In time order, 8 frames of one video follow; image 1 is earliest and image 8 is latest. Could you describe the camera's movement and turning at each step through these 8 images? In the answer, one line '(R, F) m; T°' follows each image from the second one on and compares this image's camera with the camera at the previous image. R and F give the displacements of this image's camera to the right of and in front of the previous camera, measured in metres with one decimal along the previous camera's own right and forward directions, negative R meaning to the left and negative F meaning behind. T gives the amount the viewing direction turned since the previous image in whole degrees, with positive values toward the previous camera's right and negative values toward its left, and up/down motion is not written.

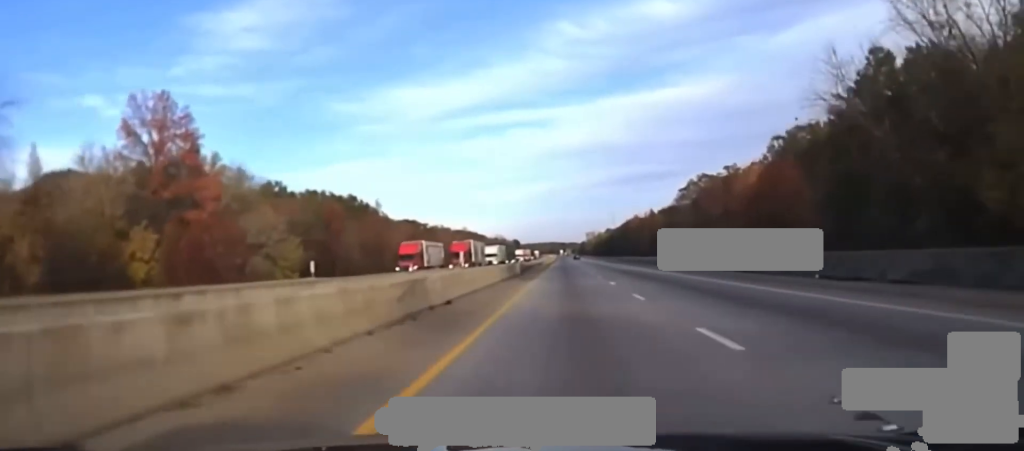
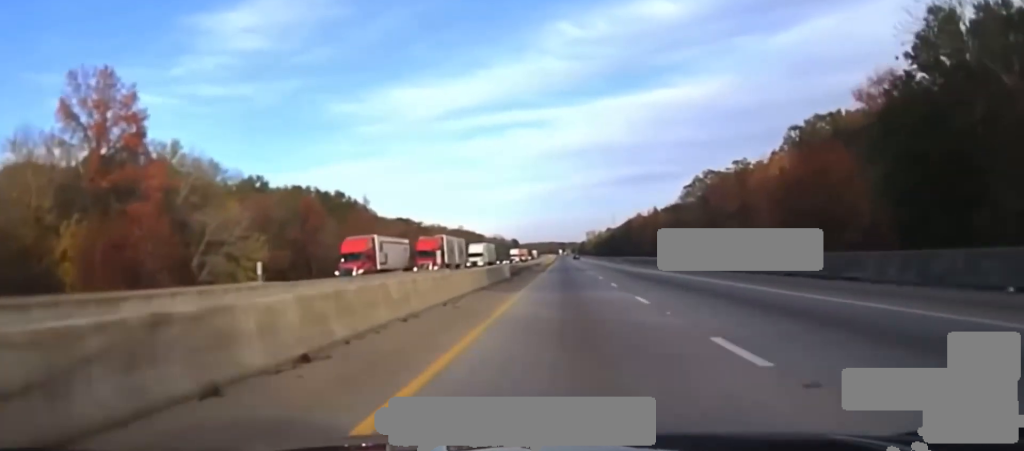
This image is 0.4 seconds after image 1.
(-0.1, +17.2) m; 0°
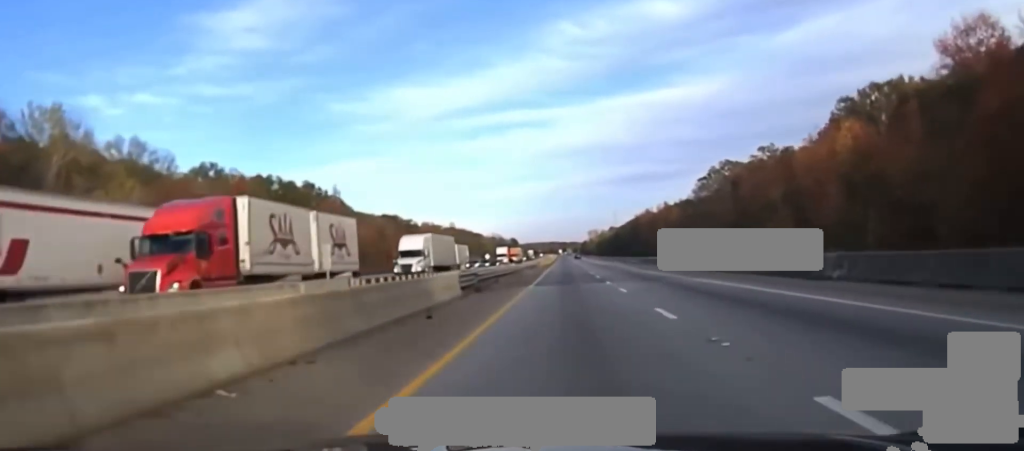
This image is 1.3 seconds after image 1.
(-0.2, +29.2) m; 0°
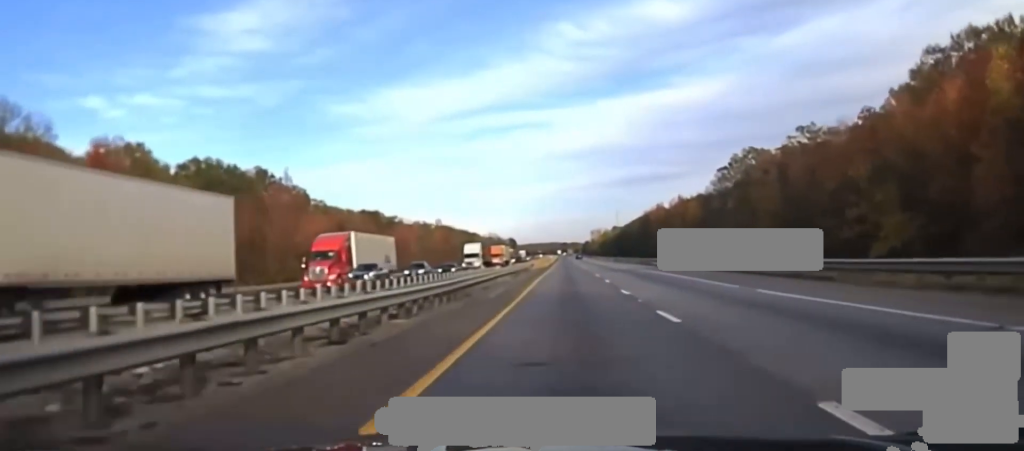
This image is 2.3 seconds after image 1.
(0.0, +31.0) m; 0°
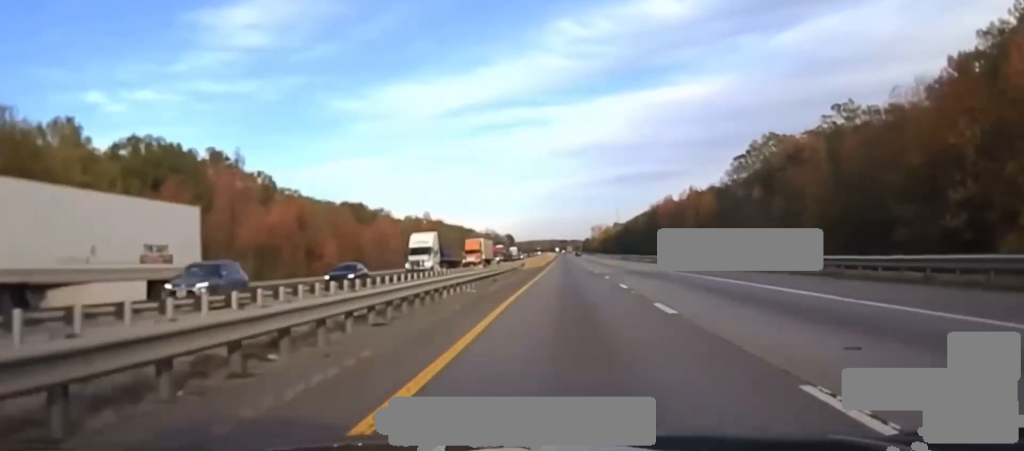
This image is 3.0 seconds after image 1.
(+0.1, +20.8) m; 0°
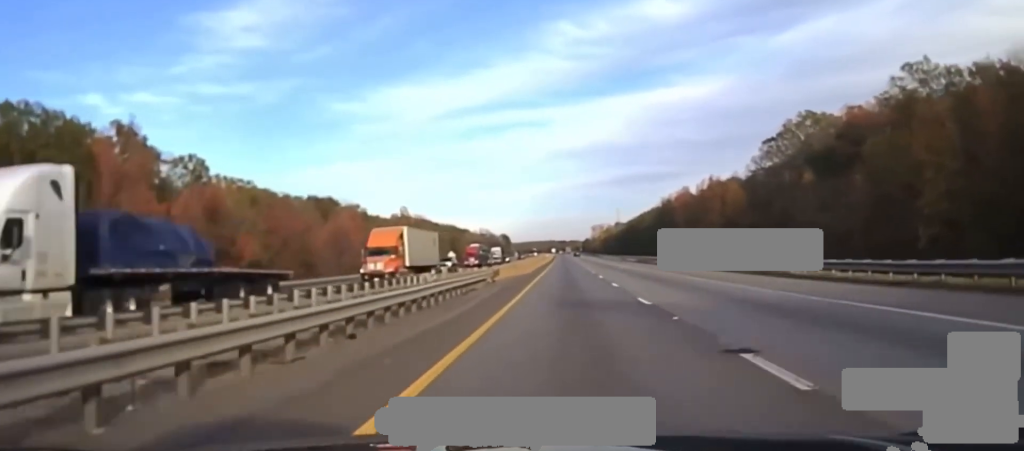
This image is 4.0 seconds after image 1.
(+0.1, +30.5) m; 0°
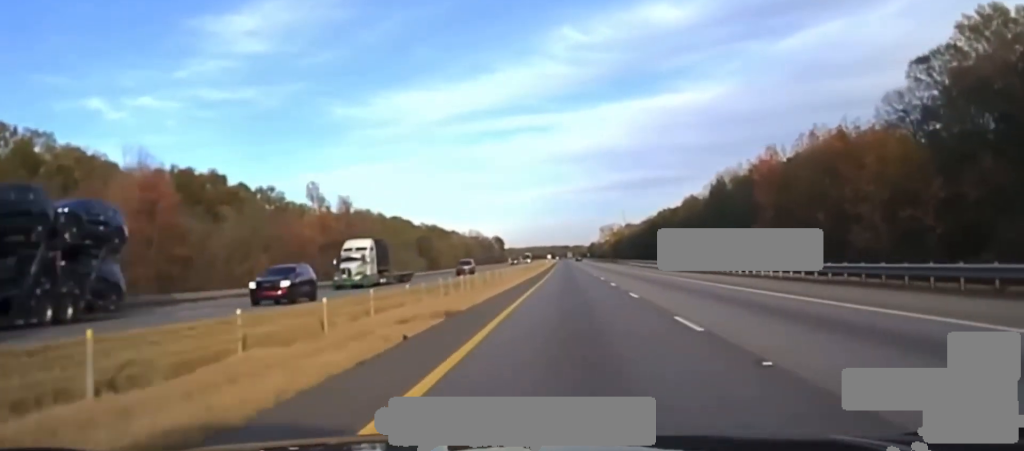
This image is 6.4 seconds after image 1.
(-0.9, +82.1) m; -1°
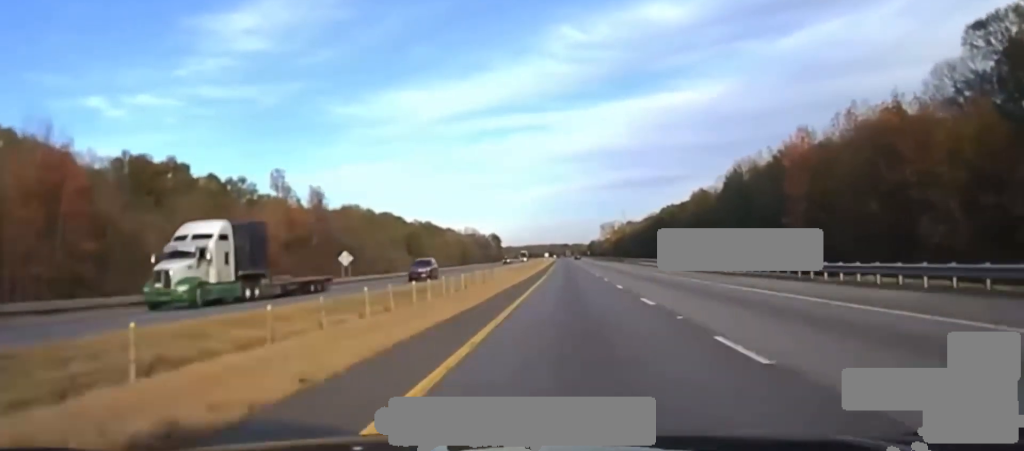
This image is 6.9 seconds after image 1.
(+0.1, +18.7) m; 0°
